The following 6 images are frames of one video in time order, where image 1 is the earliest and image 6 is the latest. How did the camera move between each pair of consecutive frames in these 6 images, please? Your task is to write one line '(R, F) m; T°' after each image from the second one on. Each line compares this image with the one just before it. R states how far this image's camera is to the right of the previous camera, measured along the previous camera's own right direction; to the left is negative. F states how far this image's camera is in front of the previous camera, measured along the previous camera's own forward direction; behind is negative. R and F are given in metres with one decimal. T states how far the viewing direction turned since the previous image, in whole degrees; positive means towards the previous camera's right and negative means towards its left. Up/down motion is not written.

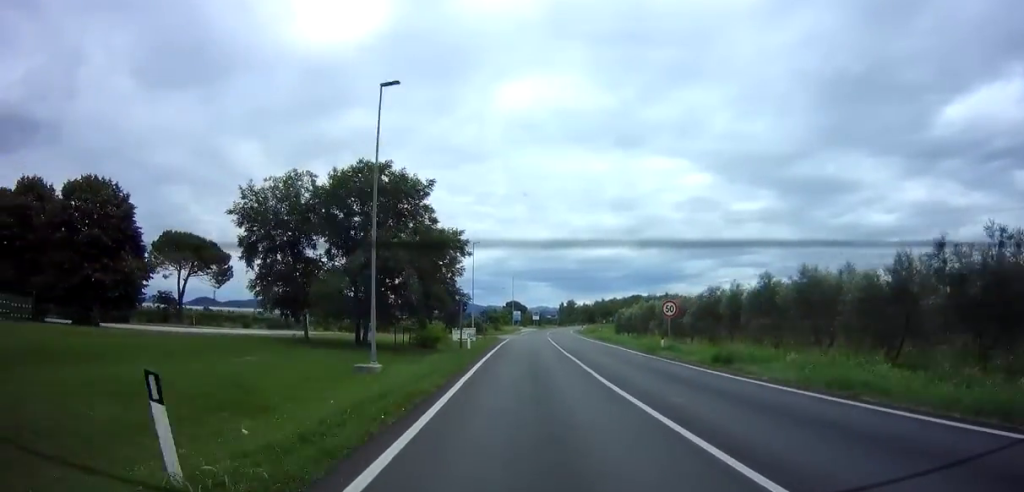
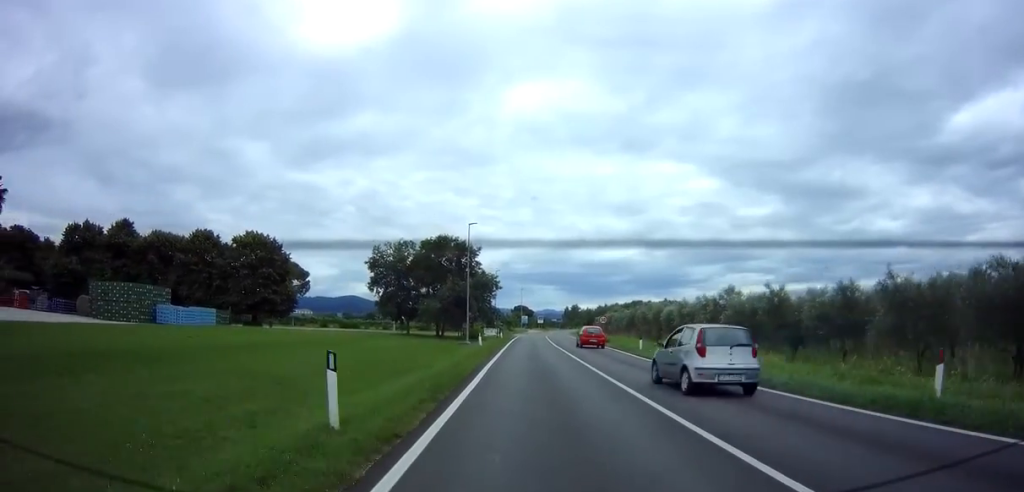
(-0.1, +29.1) m; -1°
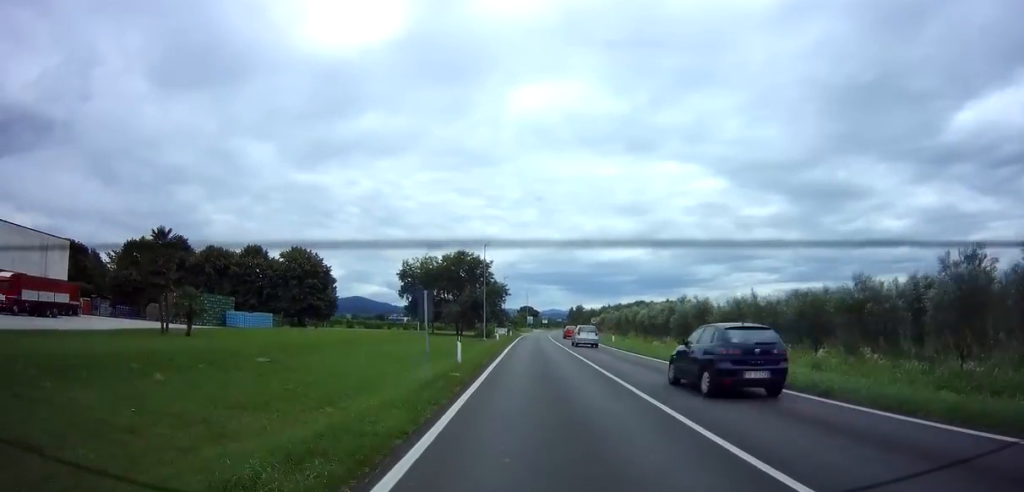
(-0.1, +12.7) m; 0°
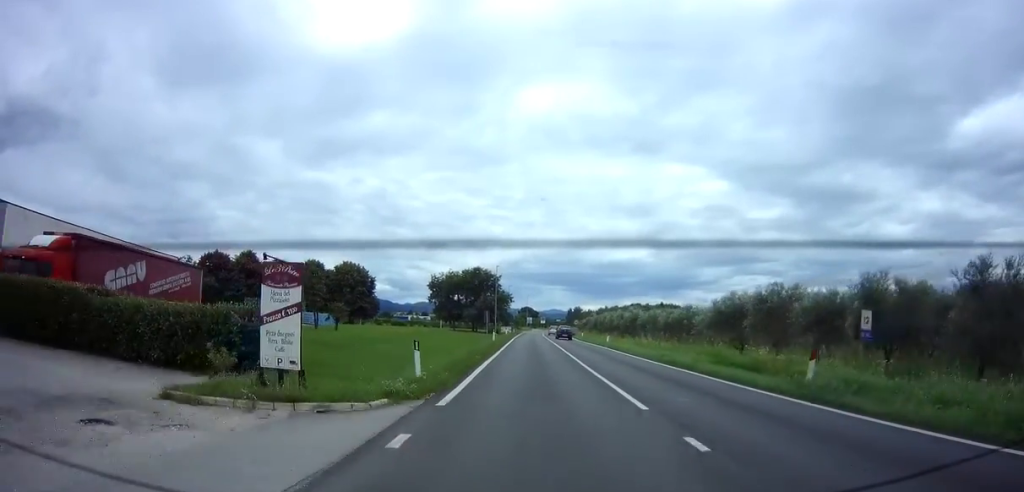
(0.0, +23.4) m; 0°
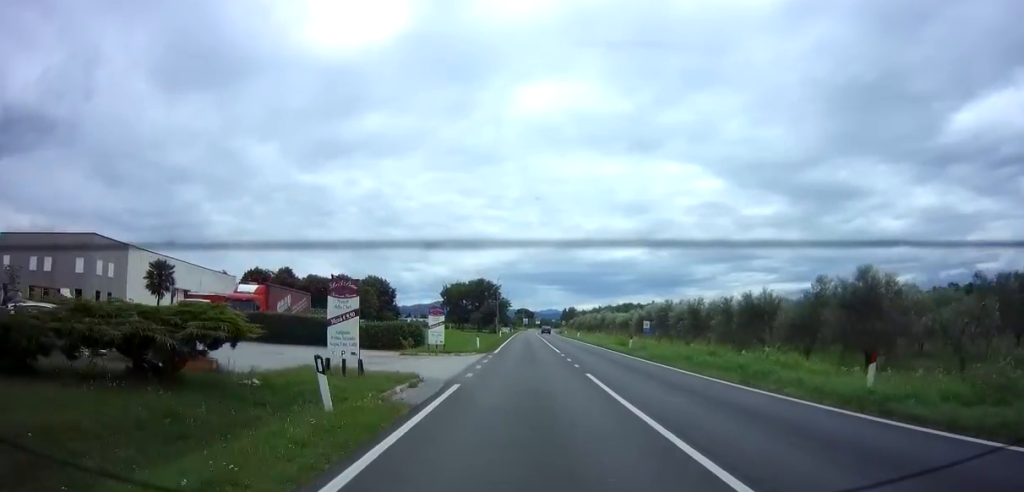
(0.0, +20.8) m; 0°
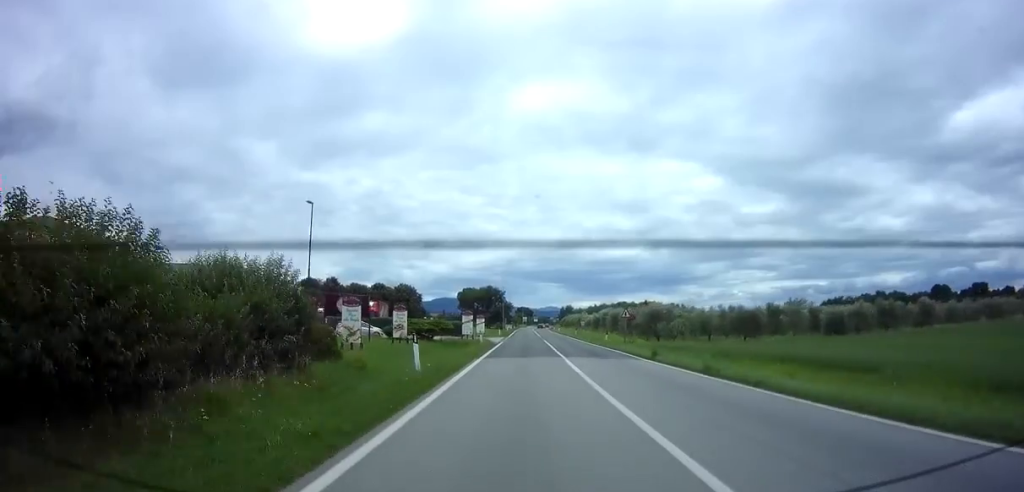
(0.0, +31.9) m; 0°
